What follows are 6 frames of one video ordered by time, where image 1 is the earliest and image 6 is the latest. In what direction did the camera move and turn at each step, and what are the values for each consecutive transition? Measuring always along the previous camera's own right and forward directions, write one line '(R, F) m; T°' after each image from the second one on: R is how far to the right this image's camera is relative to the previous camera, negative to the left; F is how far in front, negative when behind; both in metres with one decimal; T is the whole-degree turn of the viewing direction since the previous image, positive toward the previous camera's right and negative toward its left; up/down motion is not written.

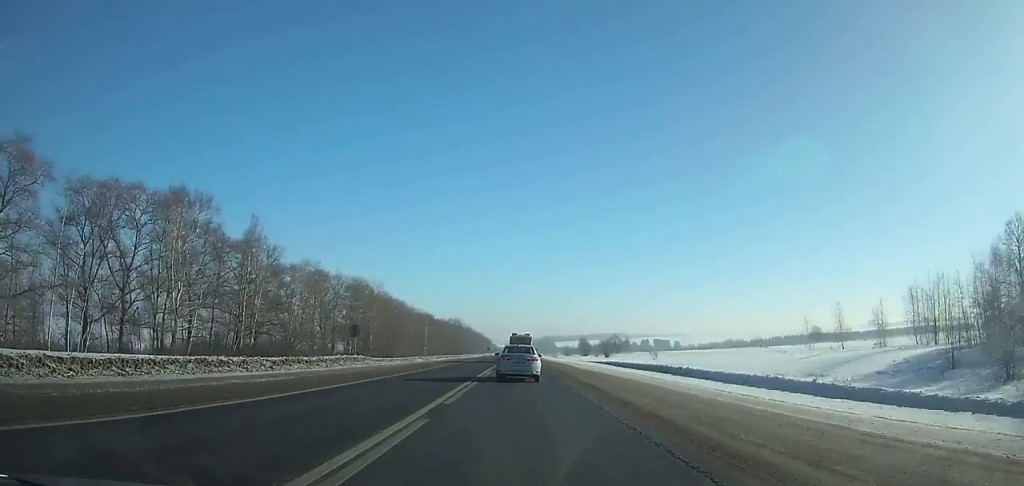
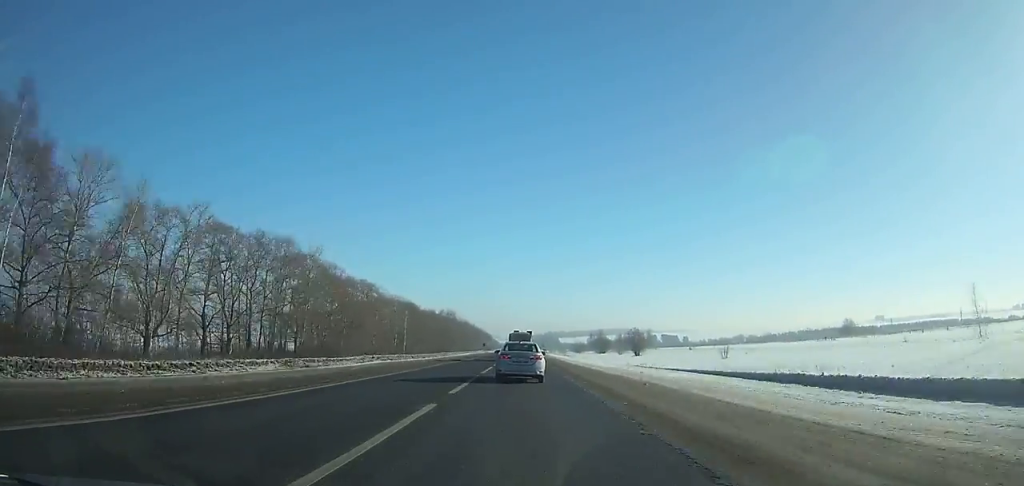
(0.0, +40.4) m; 0°
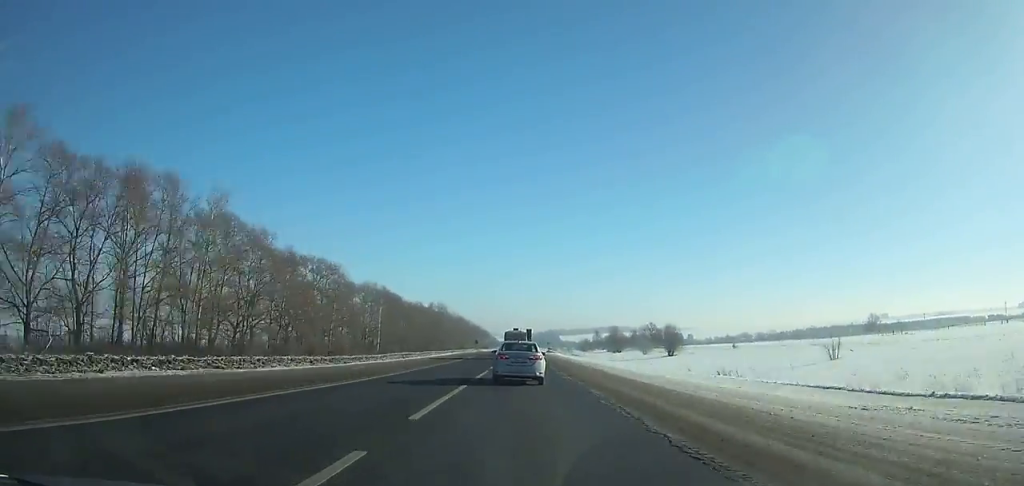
(+0.1, +29.8) m; 0°
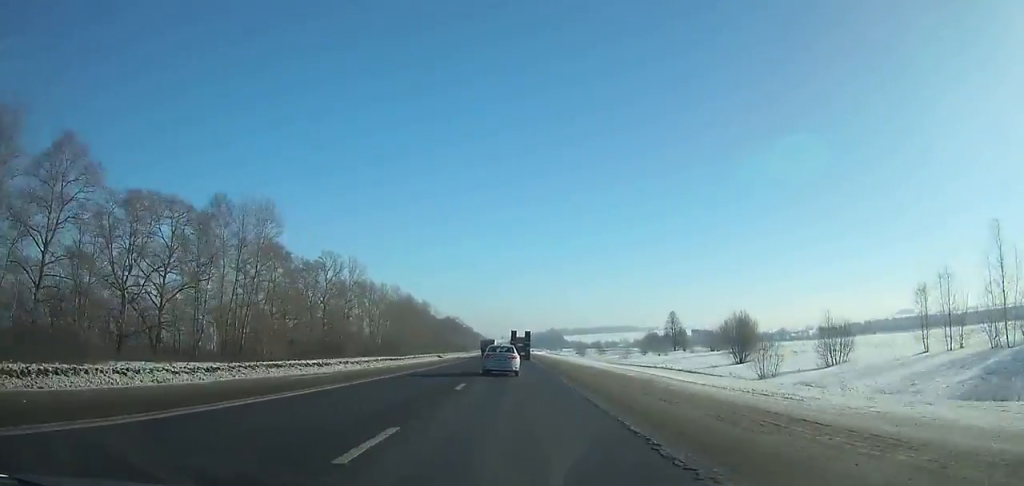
(+0.7, +173.4) m; 0°
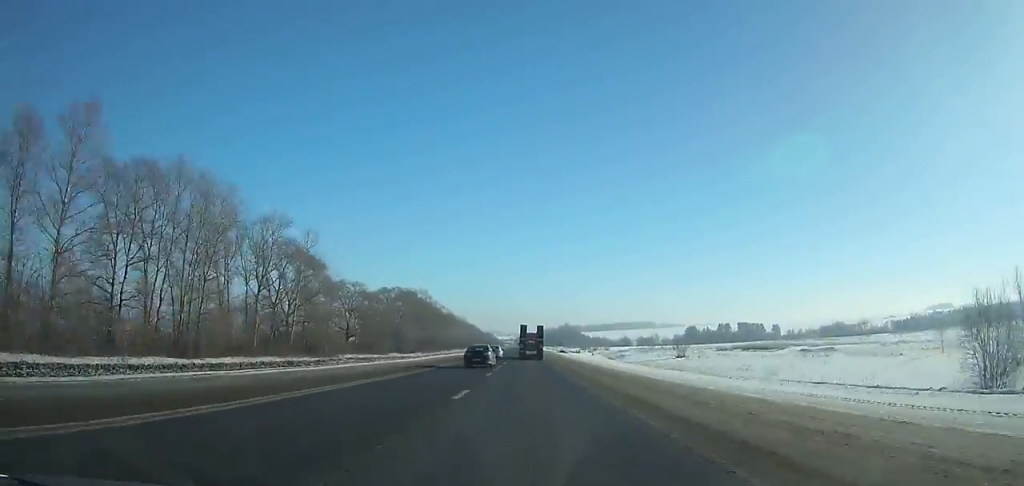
(-1.1, +151.2) m; -1°
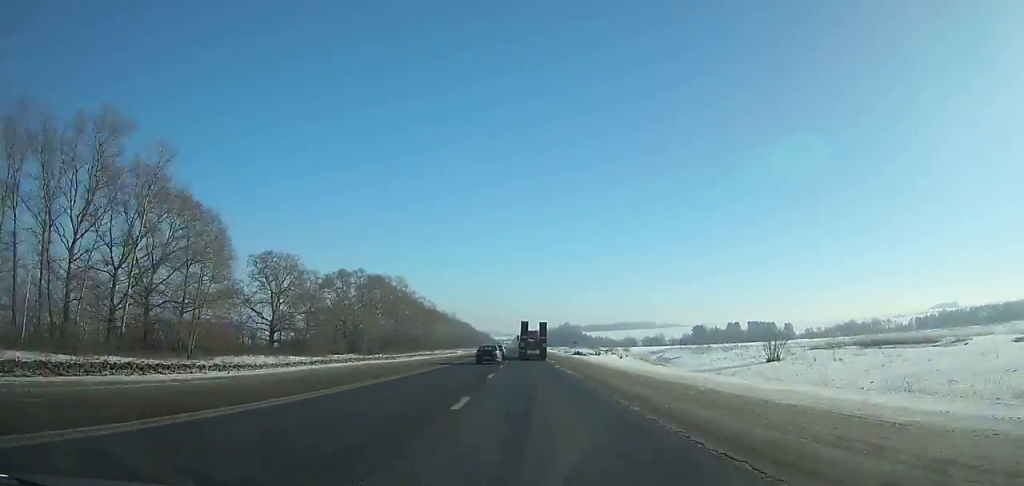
(0.0, +37.3) m; 0°
